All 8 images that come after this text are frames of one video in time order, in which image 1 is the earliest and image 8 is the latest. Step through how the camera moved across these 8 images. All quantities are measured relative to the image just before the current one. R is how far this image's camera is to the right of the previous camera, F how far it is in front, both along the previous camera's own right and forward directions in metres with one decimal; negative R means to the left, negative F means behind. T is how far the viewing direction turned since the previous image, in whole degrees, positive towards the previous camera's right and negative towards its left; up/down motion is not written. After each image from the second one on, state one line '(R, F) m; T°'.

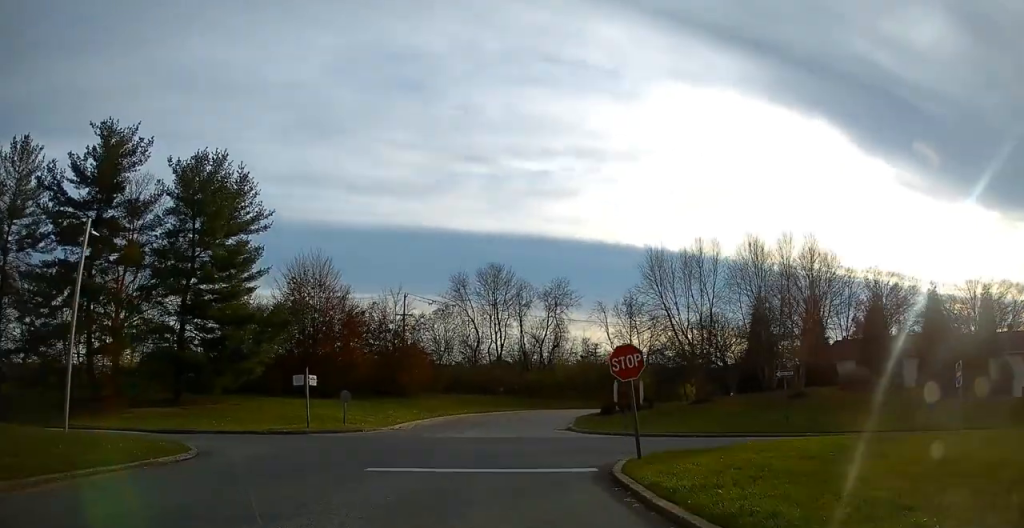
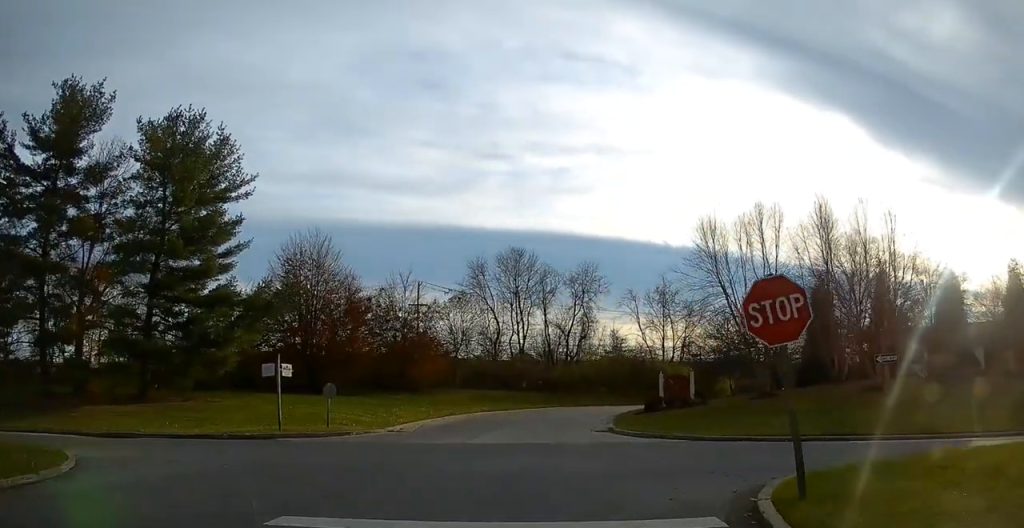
(0.0, +7.0) m; -2°
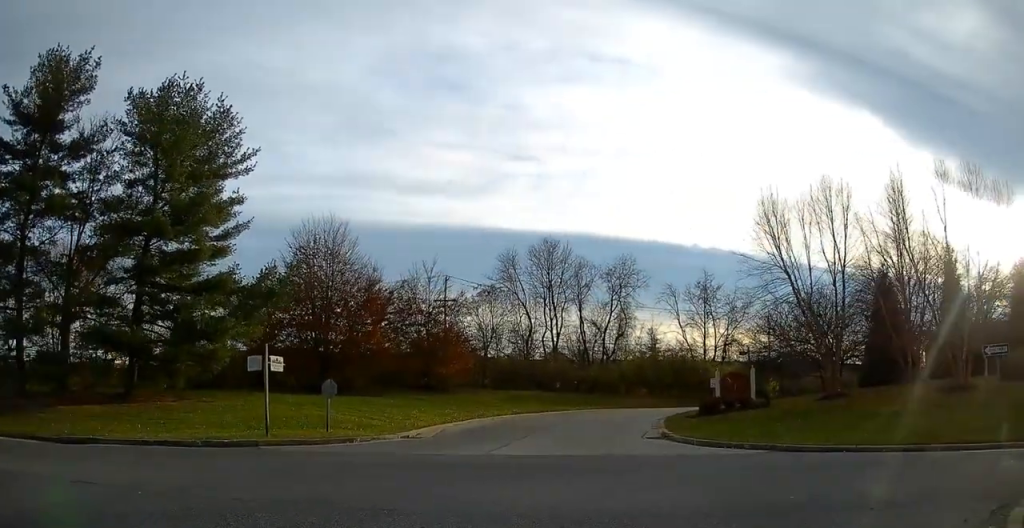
(-0.2, +5.1) m; -4°
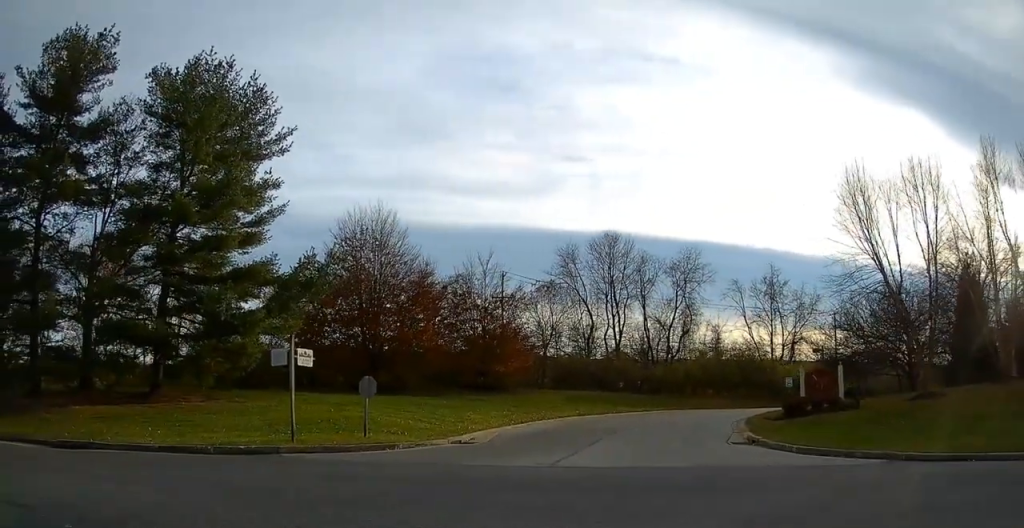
(-0.1, +4.1) m; -13°
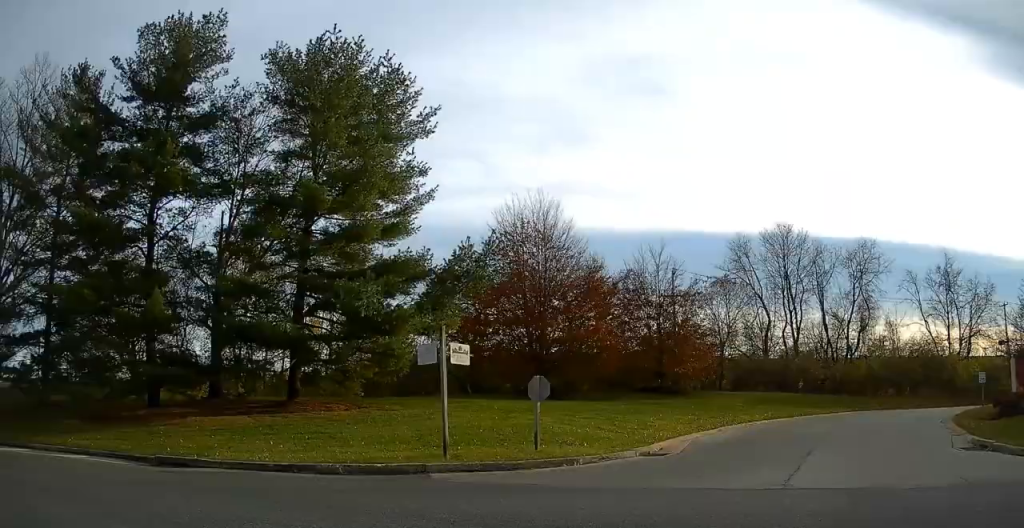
(-1.0, +3.5) m; -24°
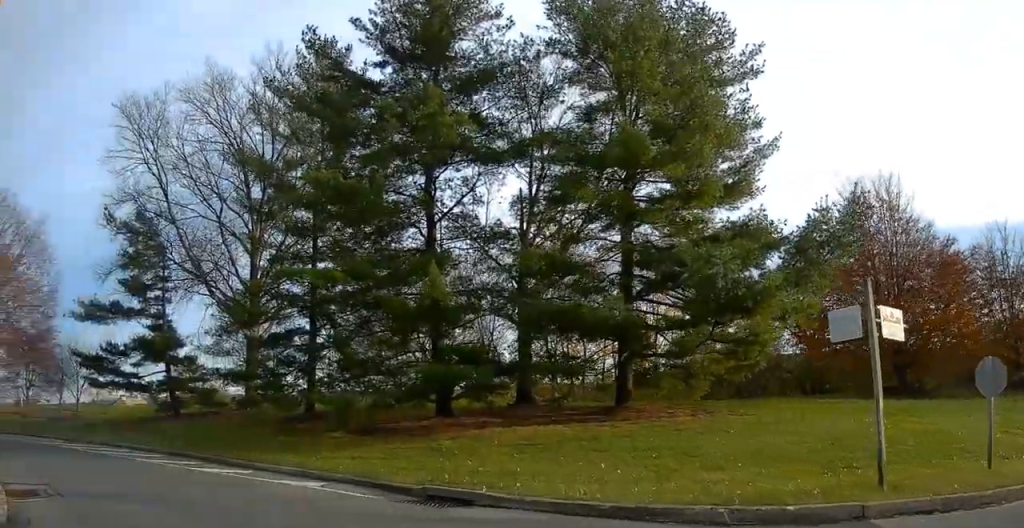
(-0.9, +4.6) m; -22°
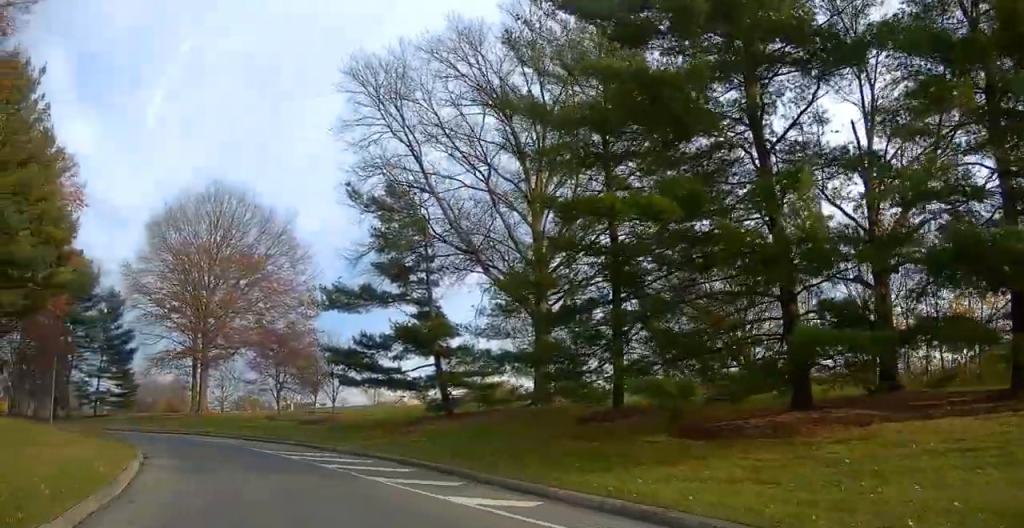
(-0.7, +5.4) m; -15°
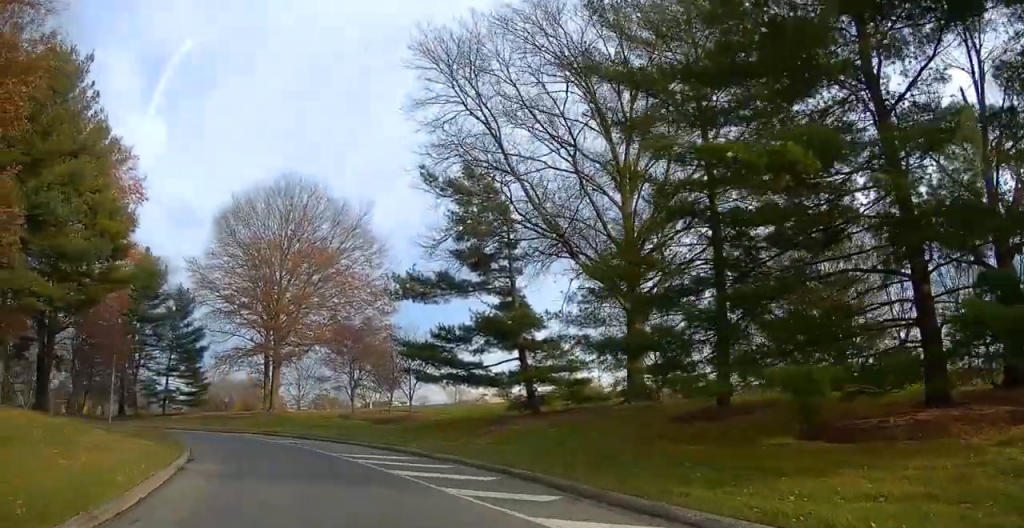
(-0.1, +2.1) m; -5°
